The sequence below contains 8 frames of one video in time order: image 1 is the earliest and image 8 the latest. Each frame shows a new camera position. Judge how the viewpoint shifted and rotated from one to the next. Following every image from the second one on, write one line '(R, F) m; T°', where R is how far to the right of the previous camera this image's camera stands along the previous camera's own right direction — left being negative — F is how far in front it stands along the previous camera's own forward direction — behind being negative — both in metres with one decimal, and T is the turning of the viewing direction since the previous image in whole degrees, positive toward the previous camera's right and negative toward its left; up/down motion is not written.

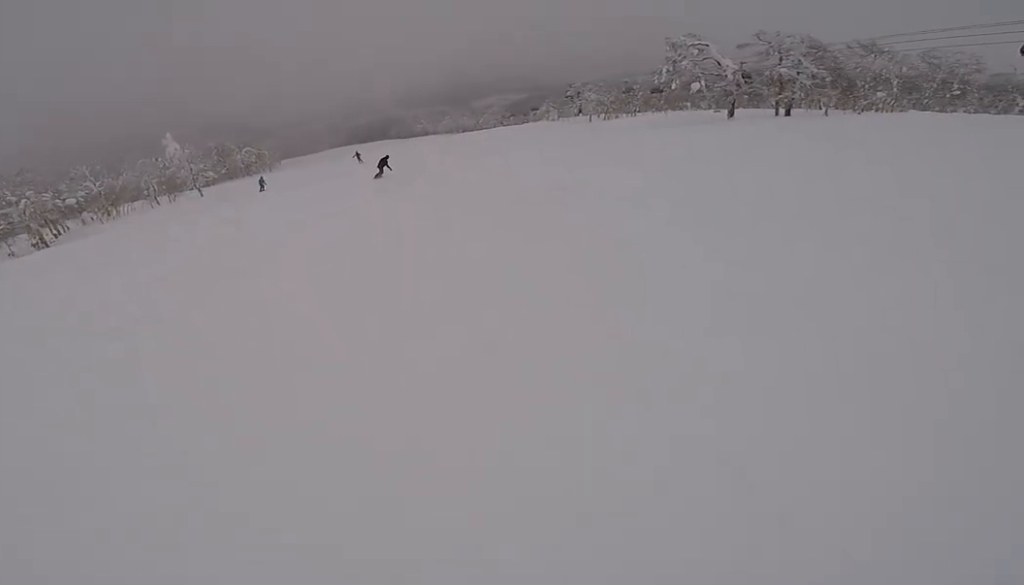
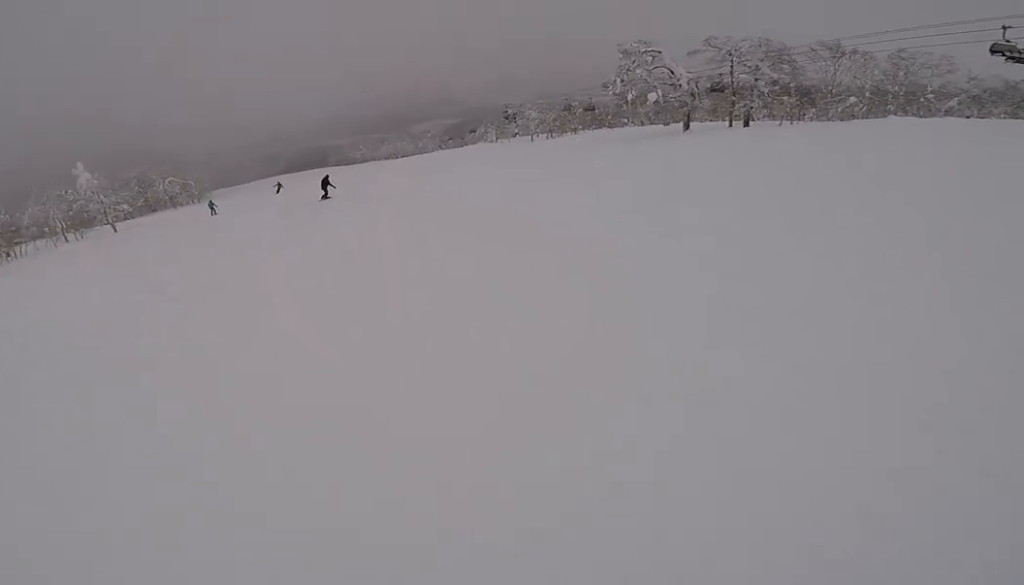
(+0.2, +5.0) m; 0°
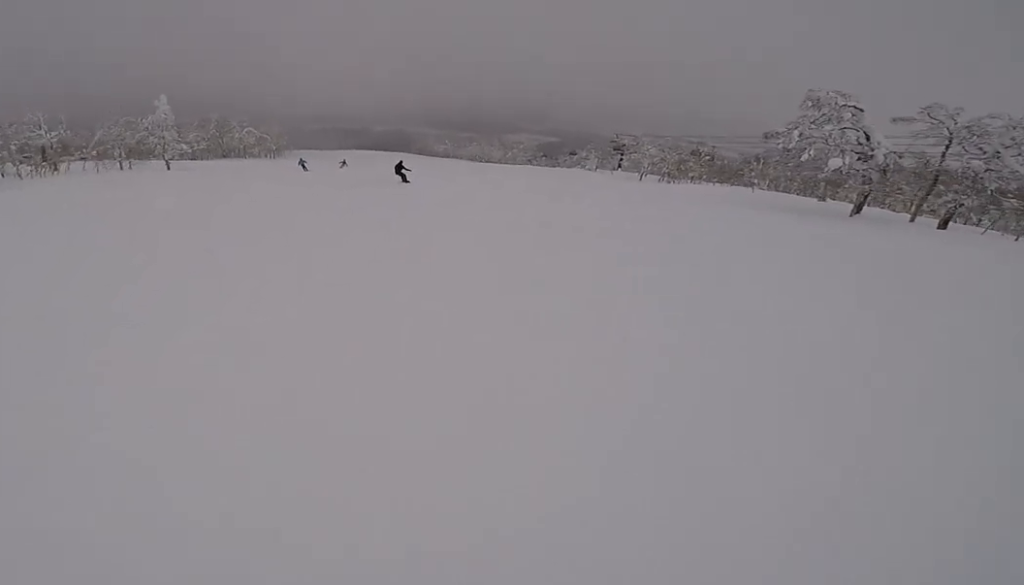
(+0.3, +6.8) m; -6°
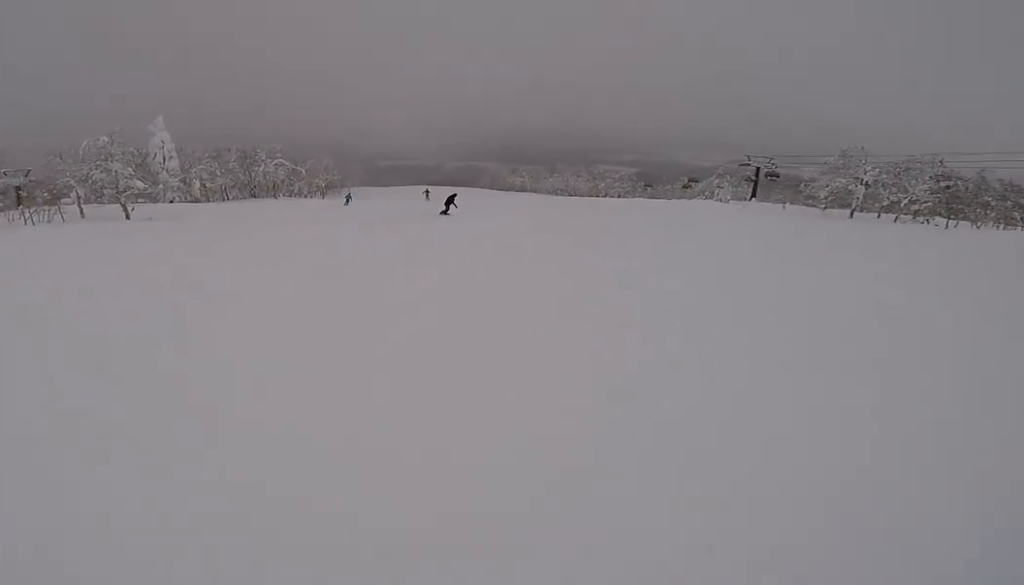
(-5.1, +20.7) m; -8°
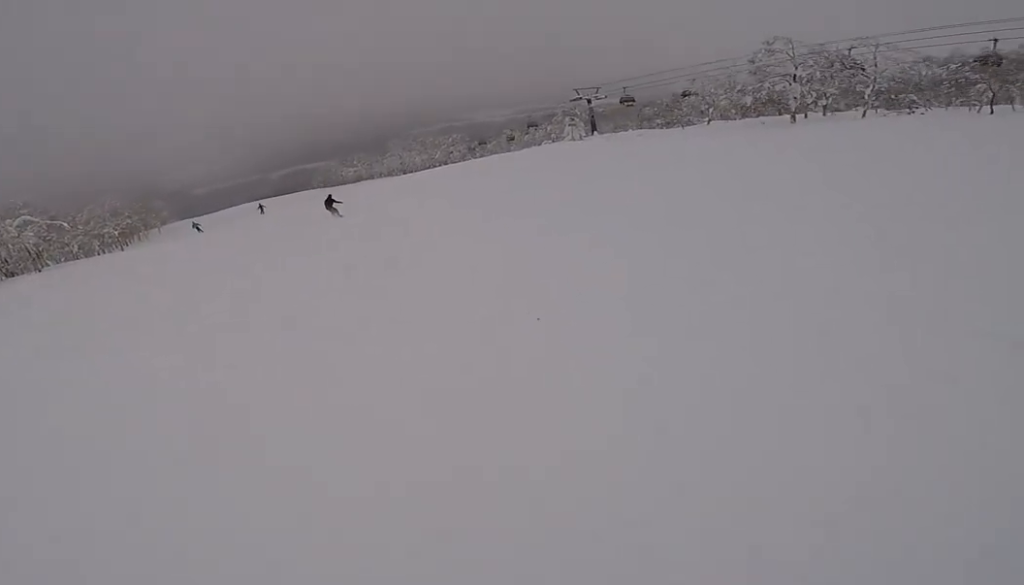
(+3.1, +14.2) m; +14°
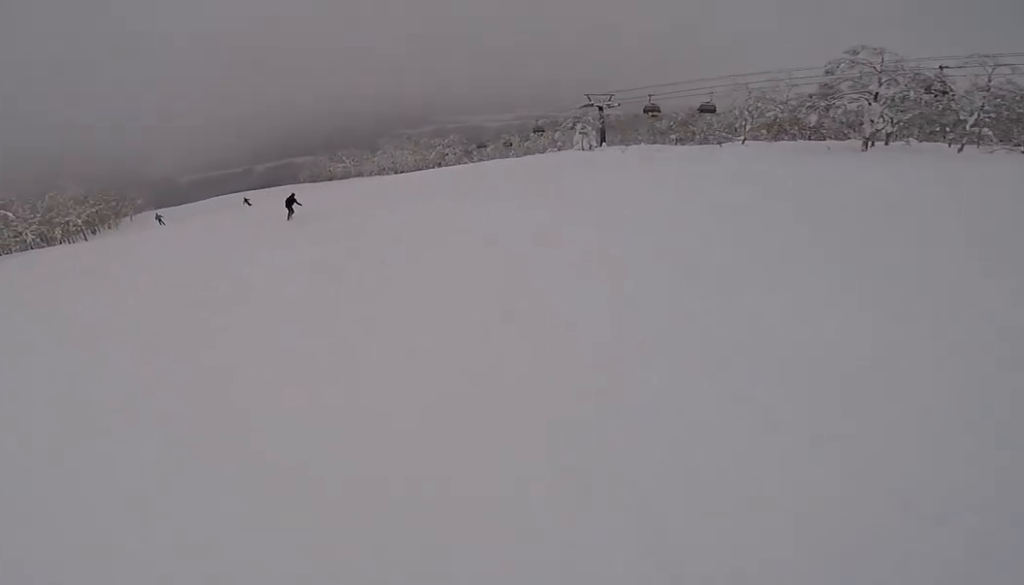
(+0.2, +4.9) m; -3°
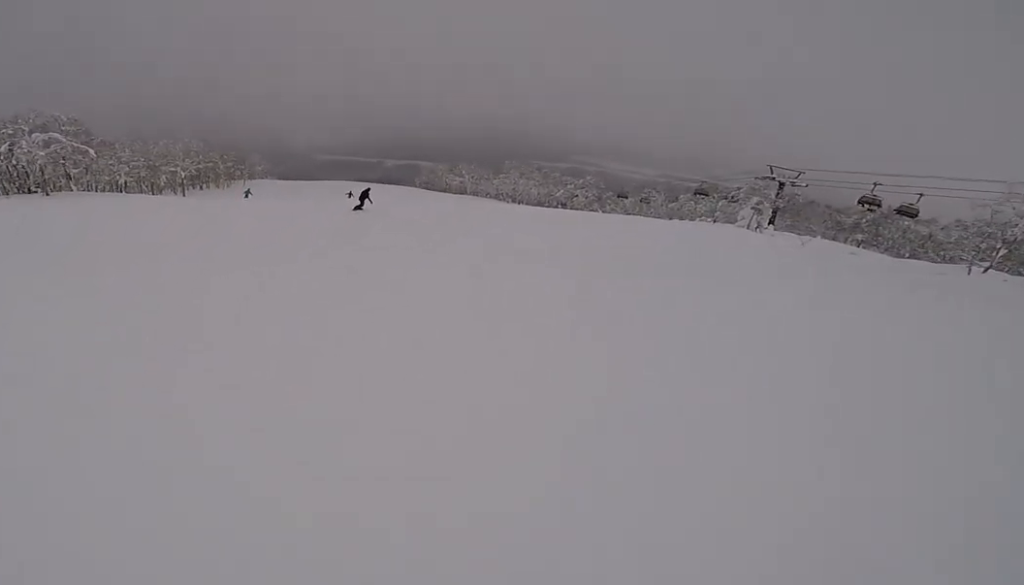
(-0.5, +8.1) m; -6°
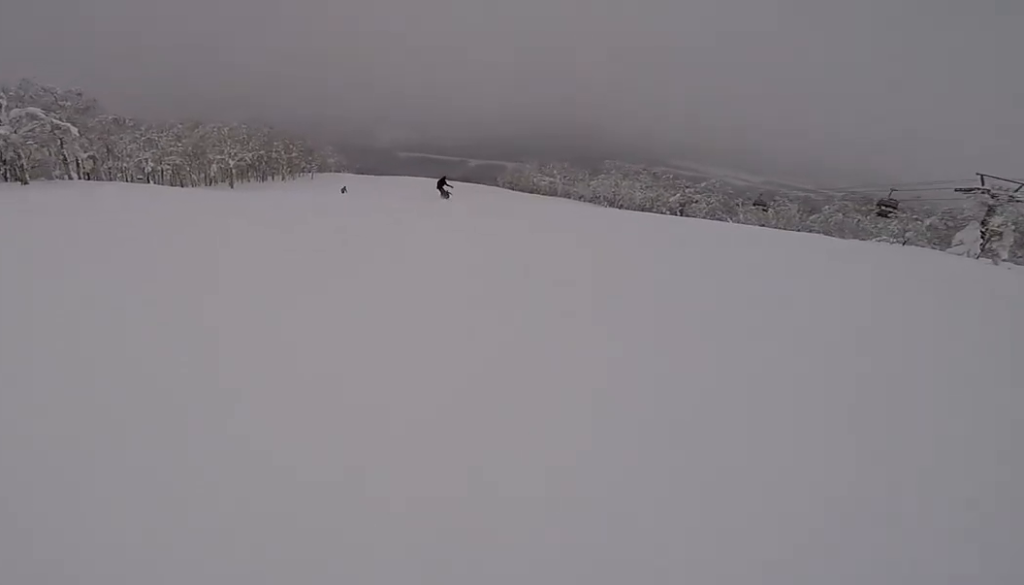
(-1.2, +13.2) m; -12°
